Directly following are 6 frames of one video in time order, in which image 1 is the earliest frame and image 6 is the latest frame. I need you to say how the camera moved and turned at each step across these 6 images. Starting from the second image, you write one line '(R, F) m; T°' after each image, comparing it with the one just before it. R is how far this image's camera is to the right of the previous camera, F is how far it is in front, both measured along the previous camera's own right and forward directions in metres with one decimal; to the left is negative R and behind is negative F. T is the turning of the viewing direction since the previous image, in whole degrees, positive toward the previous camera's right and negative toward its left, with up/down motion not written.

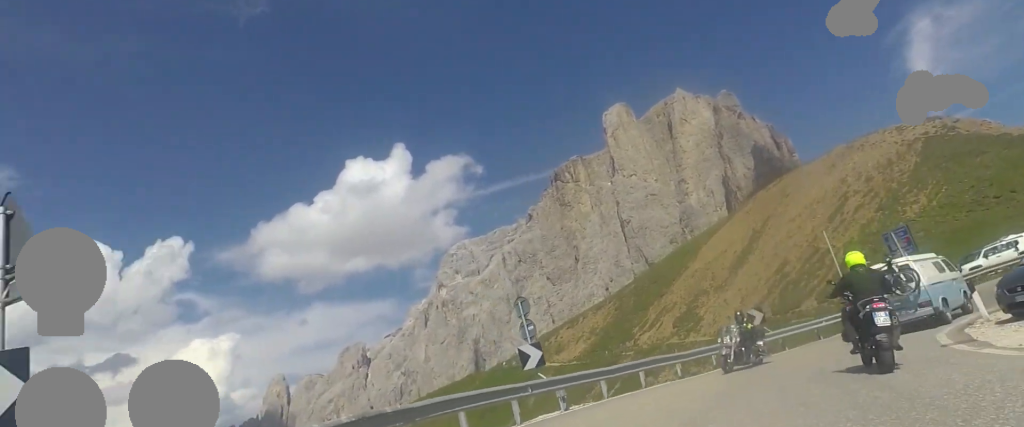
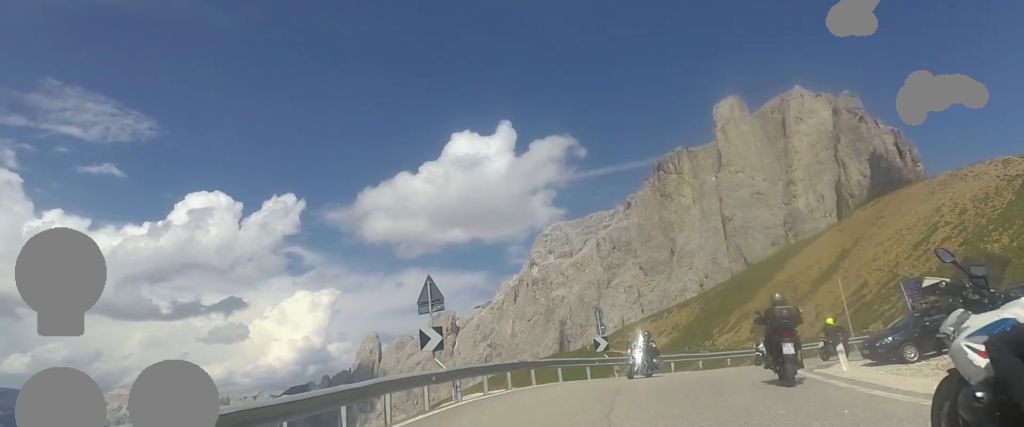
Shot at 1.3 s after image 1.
(-1.0, +10.5) m; -6°
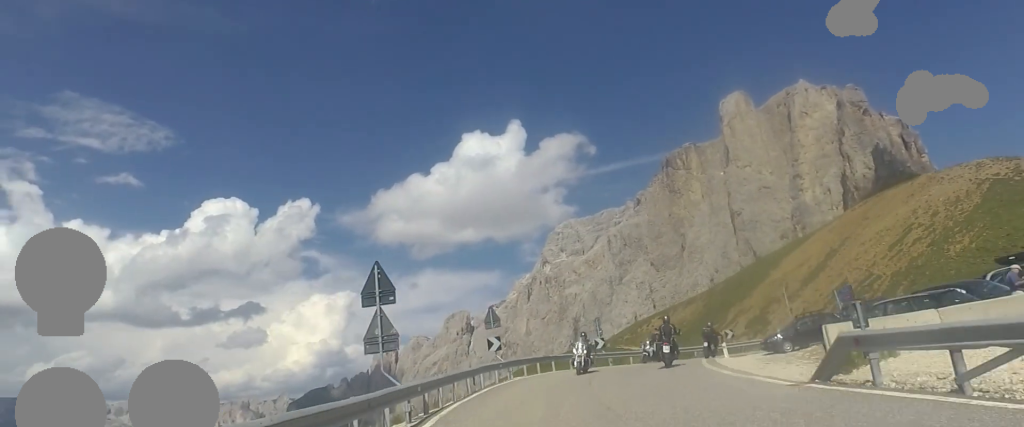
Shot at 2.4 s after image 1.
(+0.2, +10.7) m; -1°
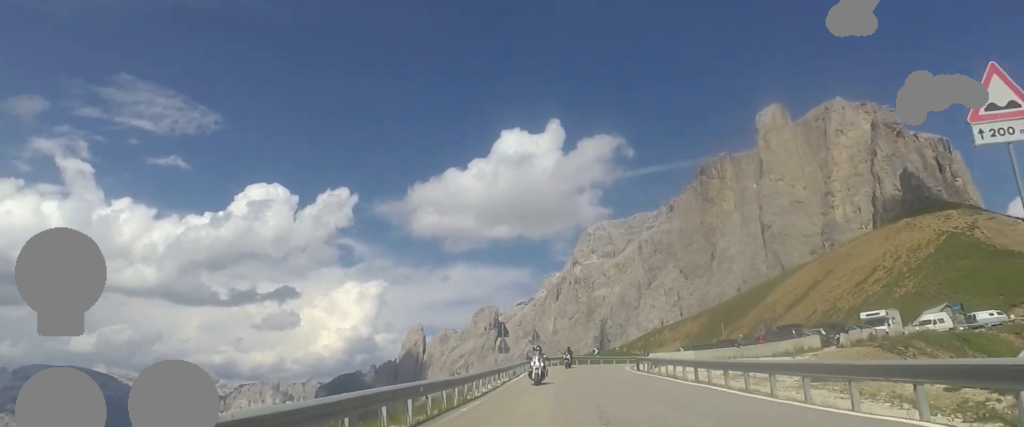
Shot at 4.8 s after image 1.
(-2.8, +26.9) m; -2°
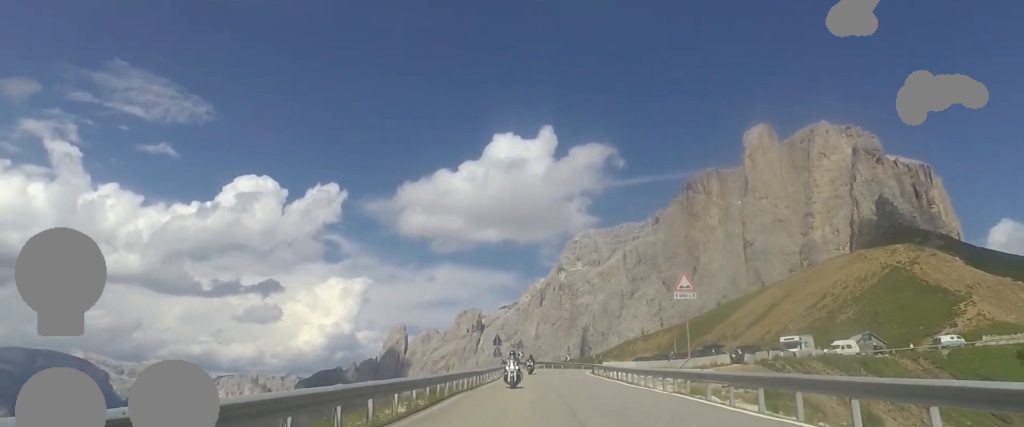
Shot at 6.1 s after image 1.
(+1.0, +14.7) m; 0°
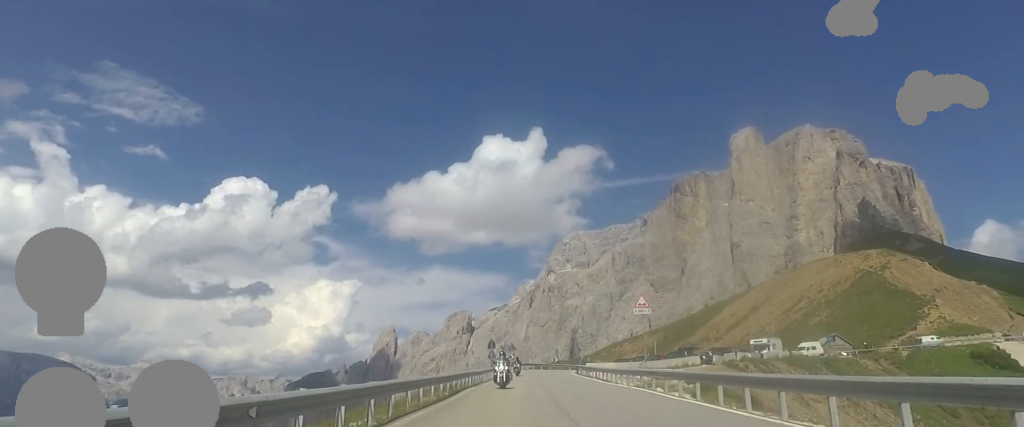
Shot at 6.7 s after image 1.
(-0.4, +6.3) m; -3°
